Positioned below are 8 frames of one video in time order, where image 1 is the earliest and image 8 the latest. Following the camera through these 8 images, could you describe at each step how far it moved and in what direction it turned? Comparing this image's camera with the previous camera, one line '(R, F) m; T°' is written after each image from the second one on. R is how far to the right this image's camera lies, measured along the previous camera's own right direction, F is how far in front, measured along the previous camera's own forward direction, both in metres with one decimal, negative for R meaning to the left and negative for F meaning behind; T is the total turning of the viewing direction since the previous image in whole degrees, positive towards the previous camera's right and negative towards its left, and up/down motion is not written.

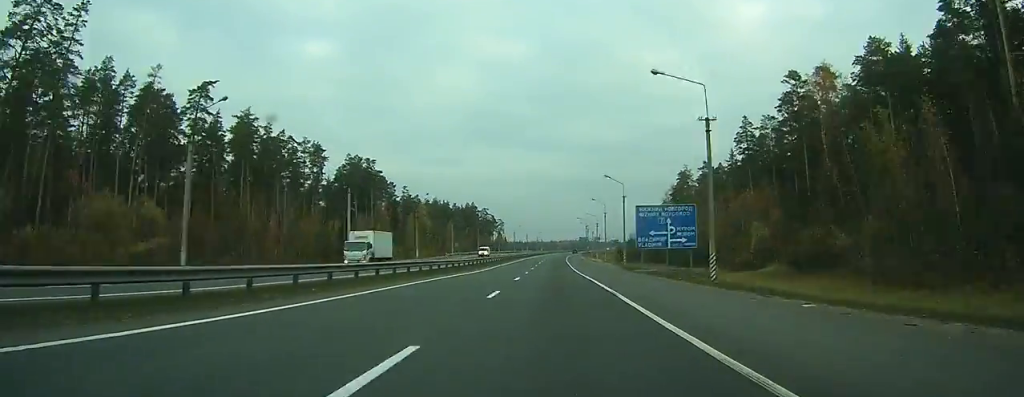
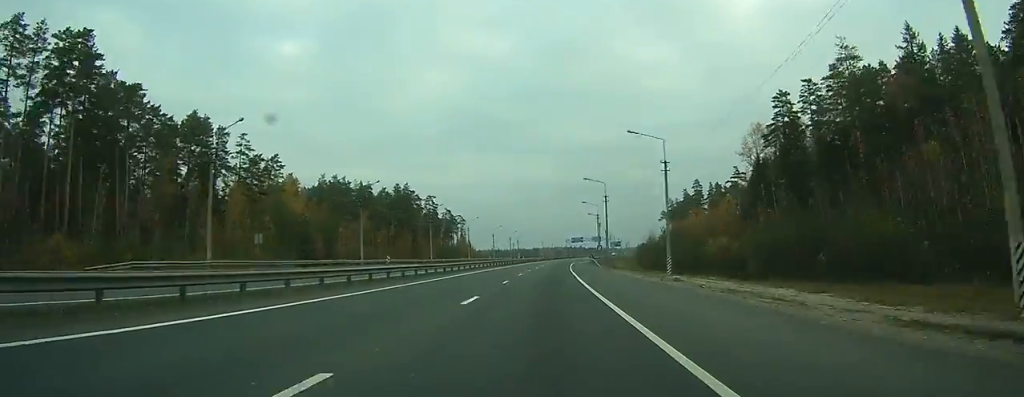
(+0.7, +96.7) m; +1°
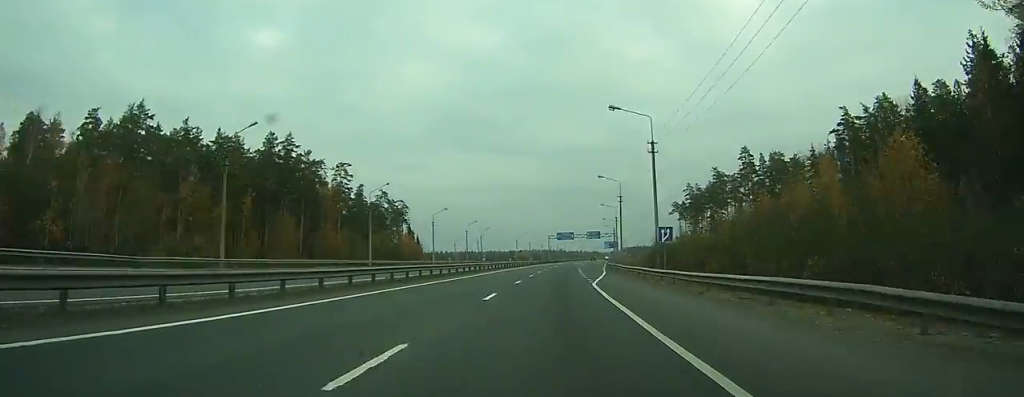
(+0.5, +68.1) m; +2°
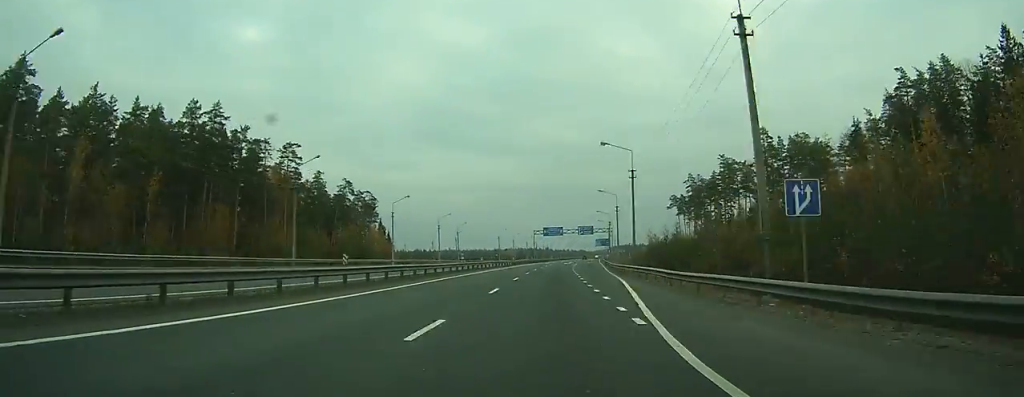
(+0.2, +20.1) m; +1°
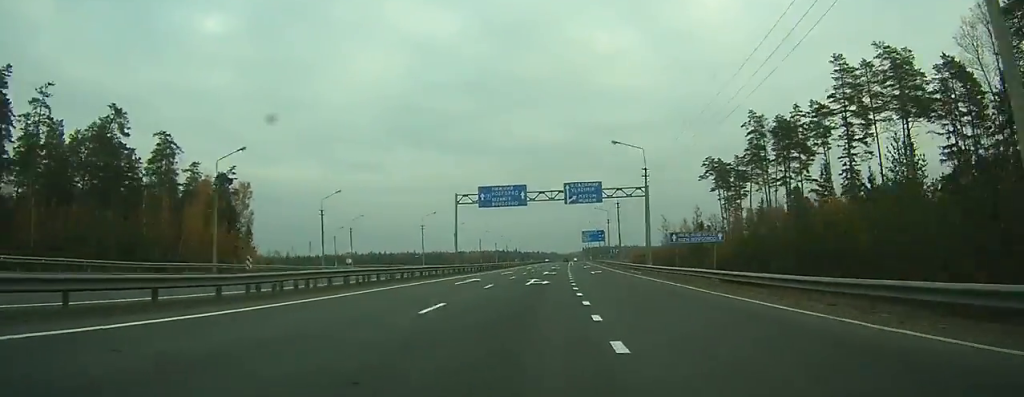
(+1.7, +75.2) m; +3°
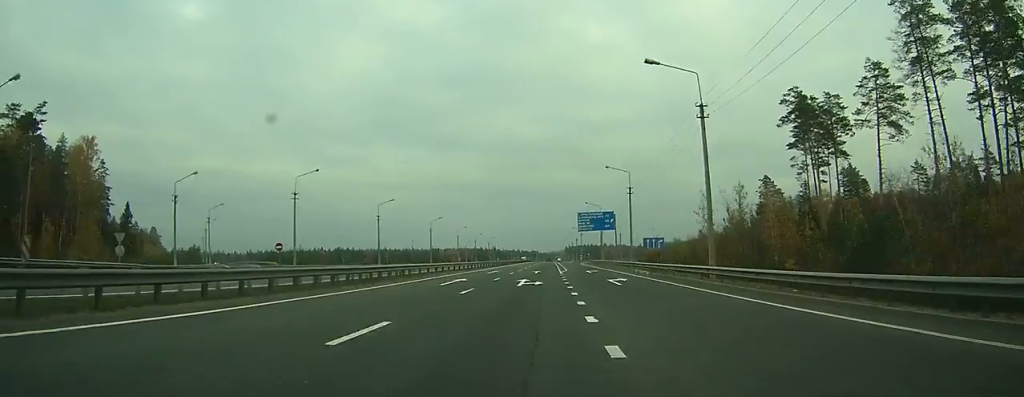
(+1.1, +50.0) m; +2°
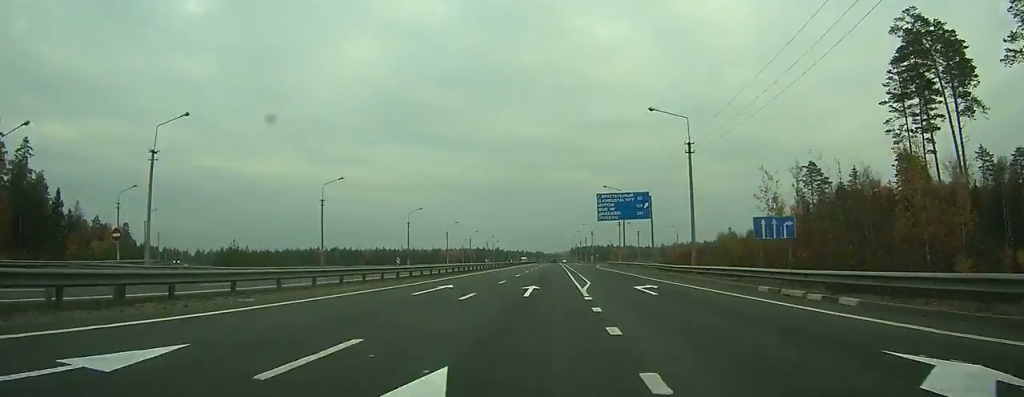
(+0.2, +25.9) m; 0°
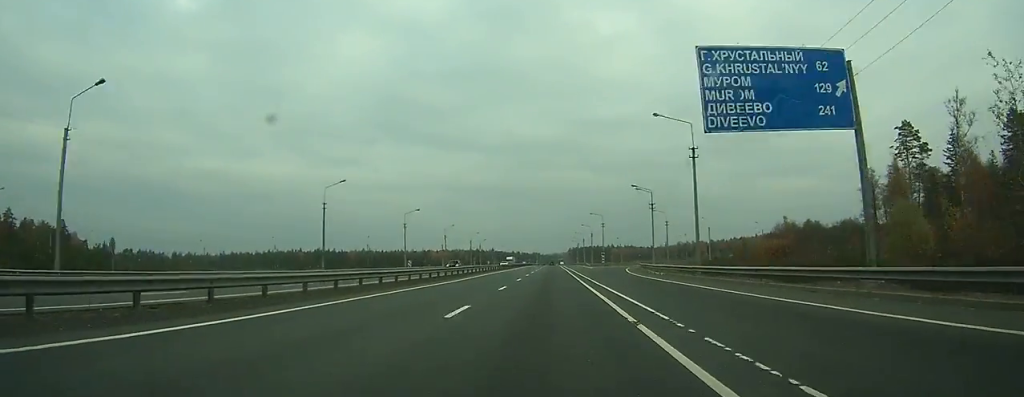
(+0.2, +41.2) m; 0°
